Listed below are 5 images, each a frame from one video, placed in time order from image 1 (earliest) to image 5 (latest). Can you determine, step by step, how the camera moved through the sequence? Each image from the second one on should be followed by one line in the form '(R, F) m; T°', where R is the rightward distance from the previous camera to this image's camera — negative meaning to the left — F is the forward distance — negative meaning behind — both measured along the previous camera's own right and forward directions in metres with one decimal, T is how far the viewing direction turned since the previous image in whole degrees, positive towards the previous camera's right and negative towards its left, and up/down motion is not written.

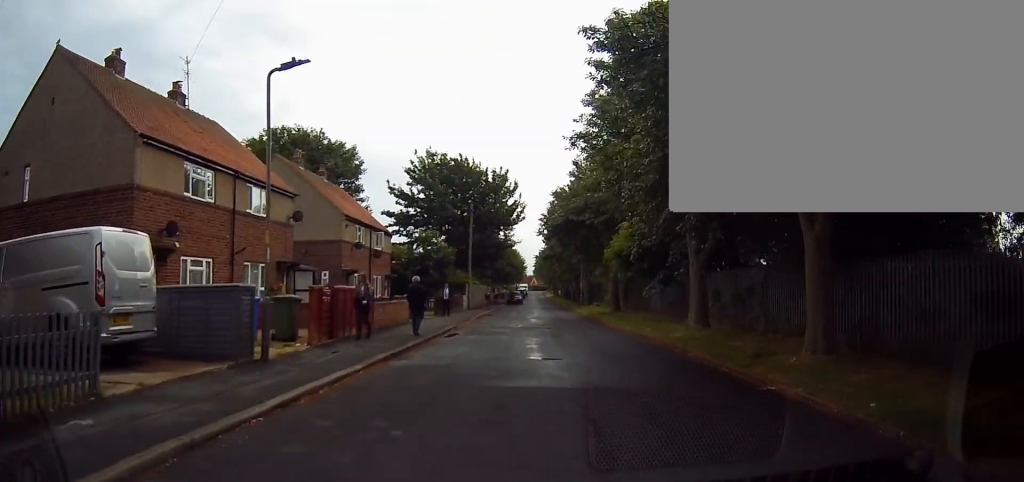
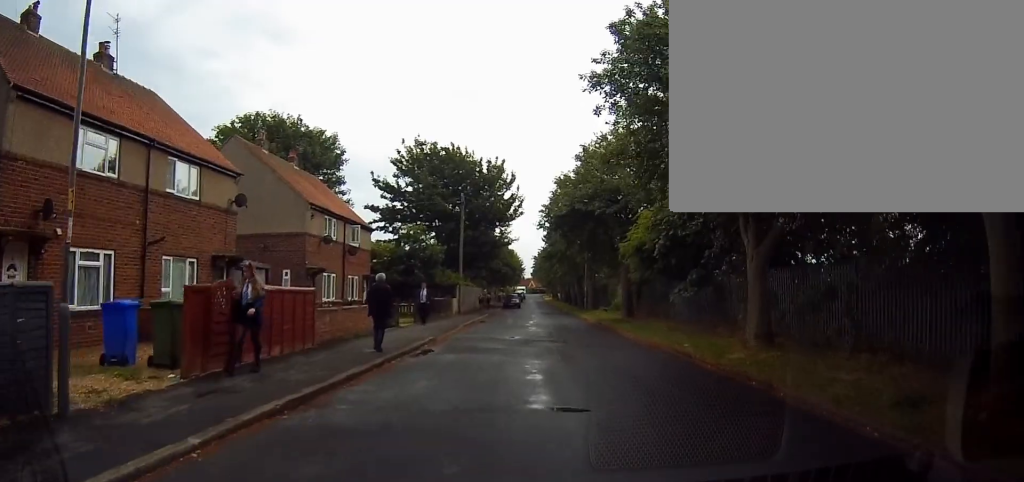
(-0.2, +5.0) m; -2°
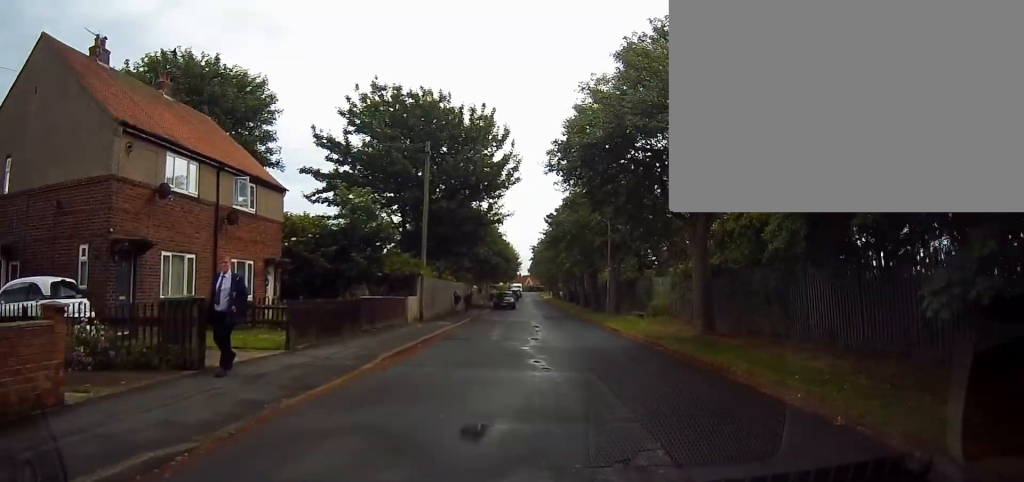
(+0.2, +13.9) m; +2°
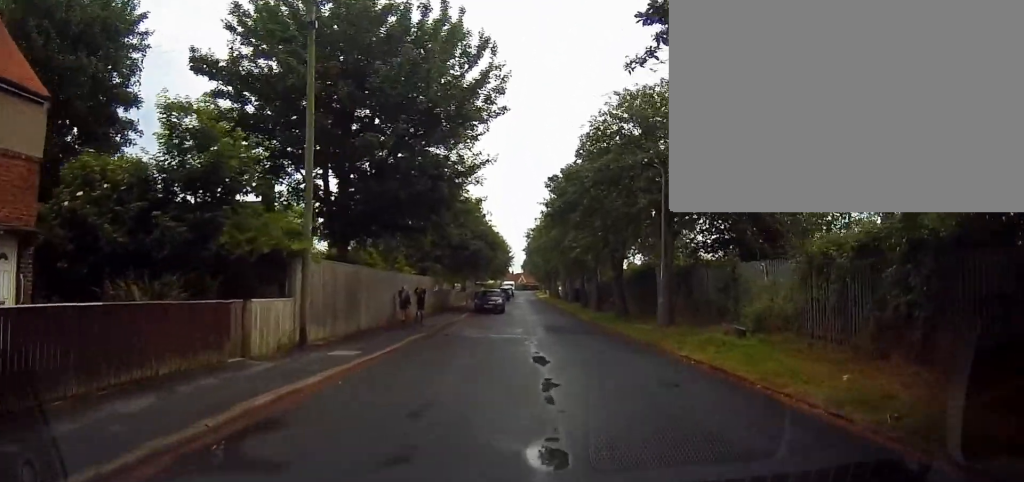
(+0.7, +14.0) m; +2°
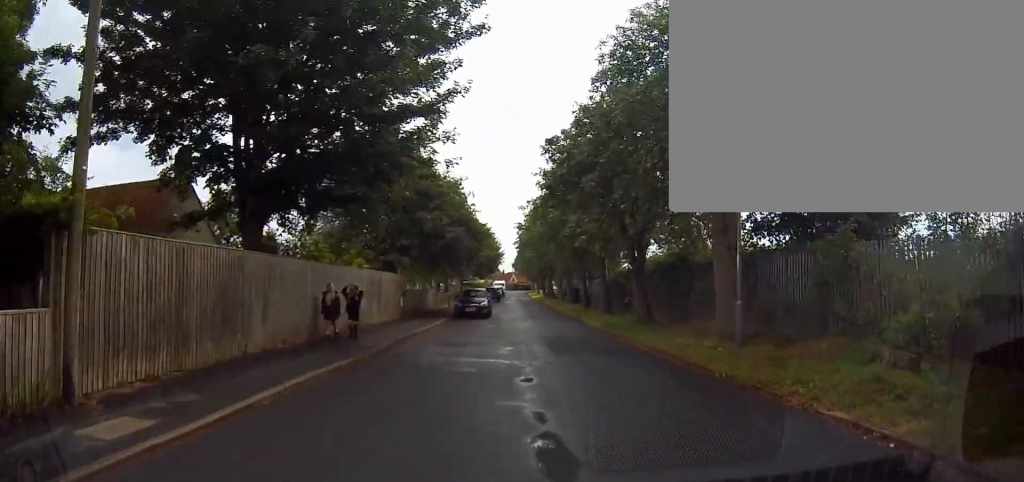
(-0.4, +7.5) m; 0°
